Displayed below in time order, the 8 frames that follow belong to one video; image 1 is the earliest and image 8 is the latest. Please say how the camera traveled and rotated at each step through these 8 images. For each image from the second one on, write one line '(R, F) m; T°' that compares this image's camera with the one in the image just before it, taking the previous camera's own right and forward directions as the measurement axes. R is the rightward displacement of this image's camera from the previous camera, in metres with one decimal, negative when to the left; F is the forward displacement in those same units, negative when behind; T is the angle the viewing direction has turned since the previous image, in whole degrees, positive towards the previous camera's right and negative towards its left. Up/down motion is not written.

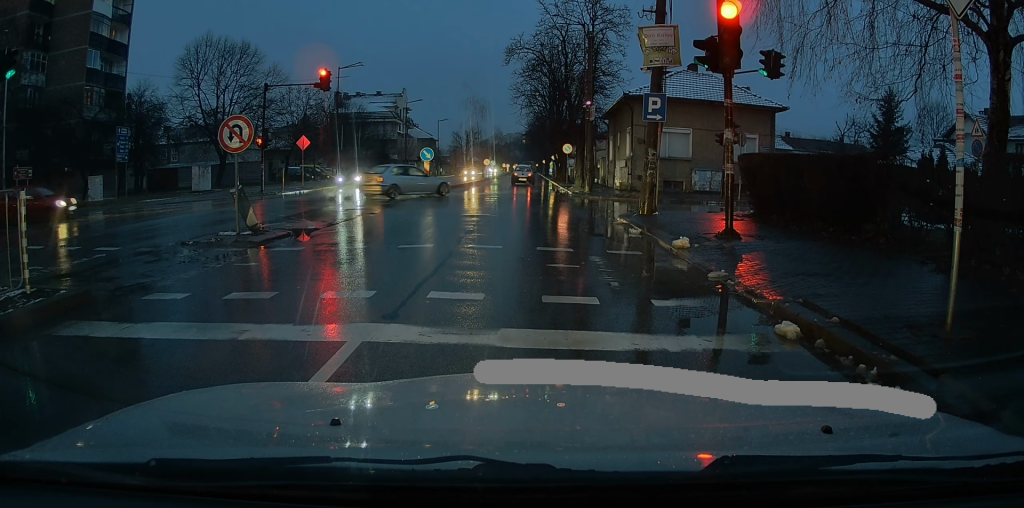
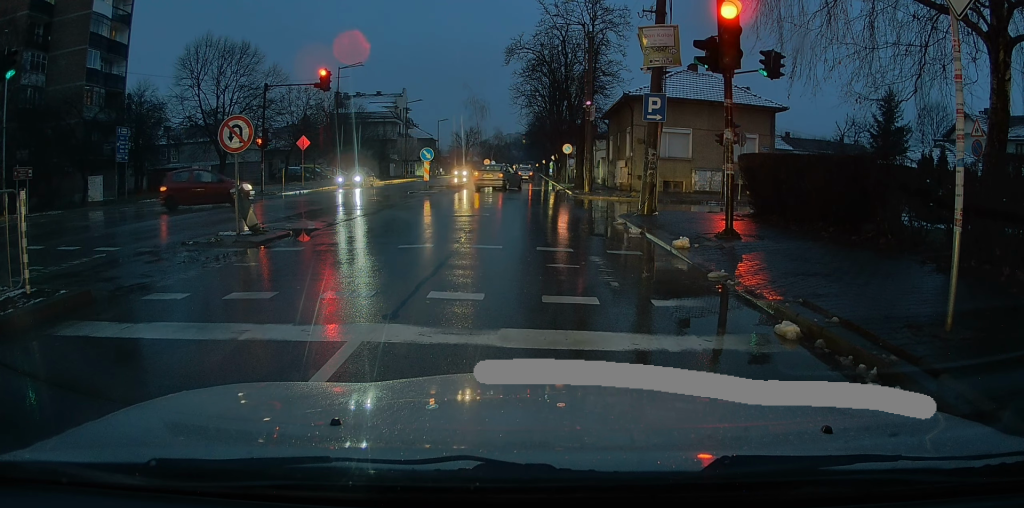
(0.0, 0.0) m; 0°
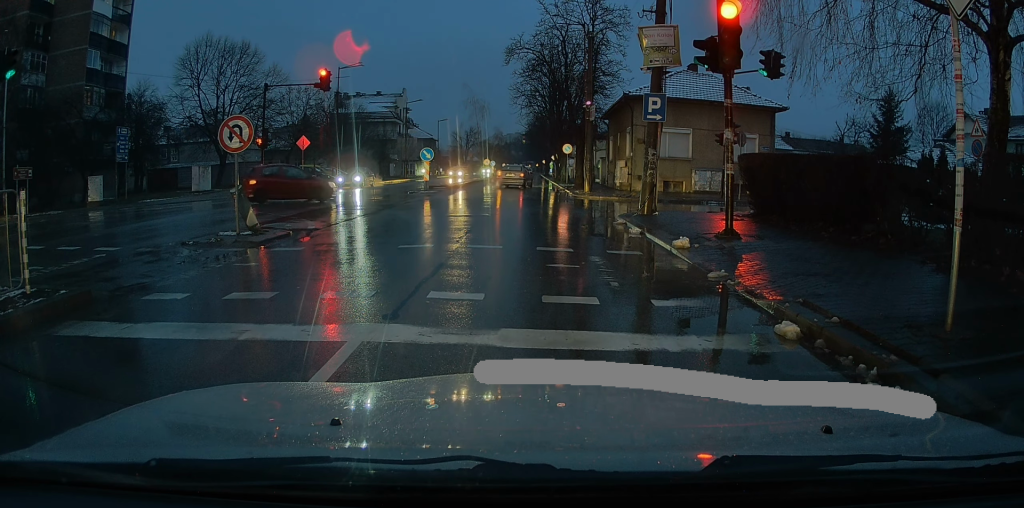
(0.0, 0.0) m; 0°
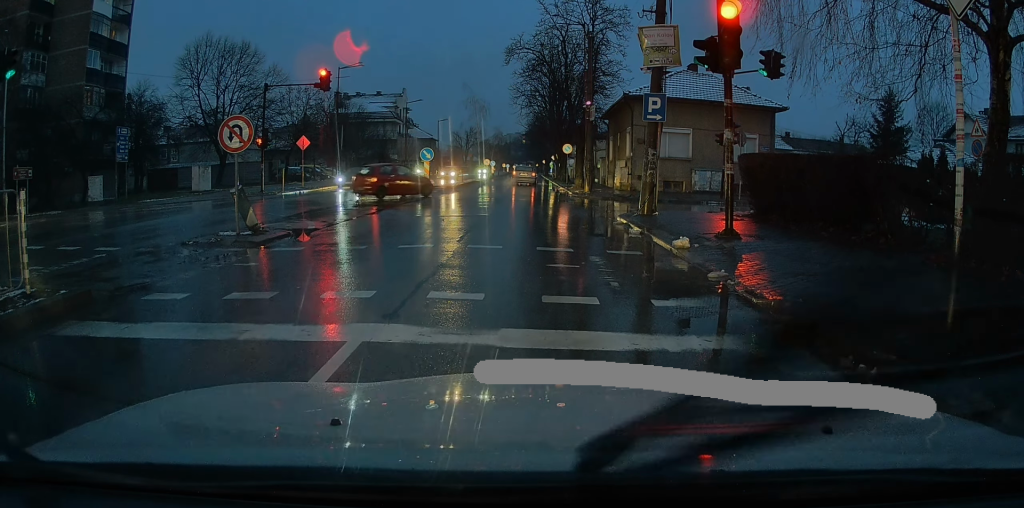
(0.0, 0.0) m; 0°
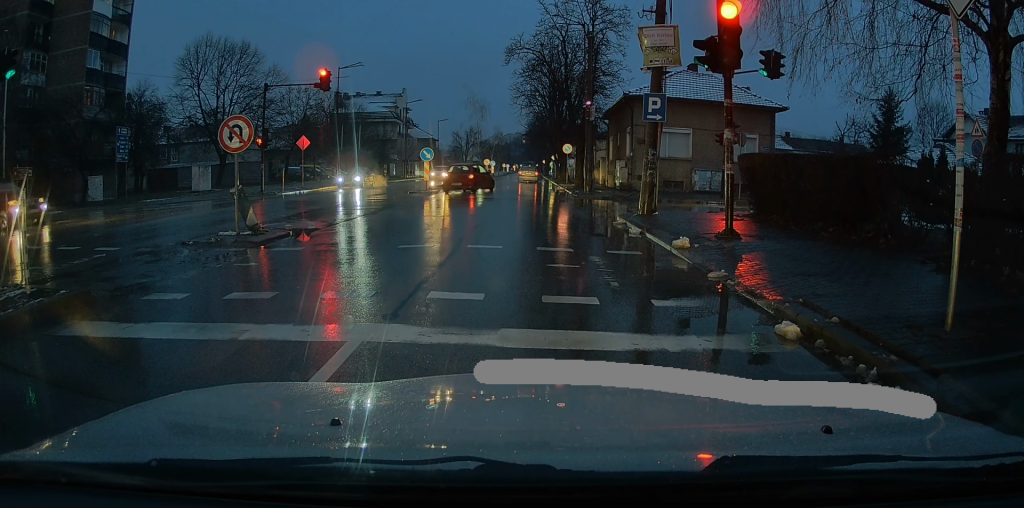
(0.0, 0.0) m; 0°
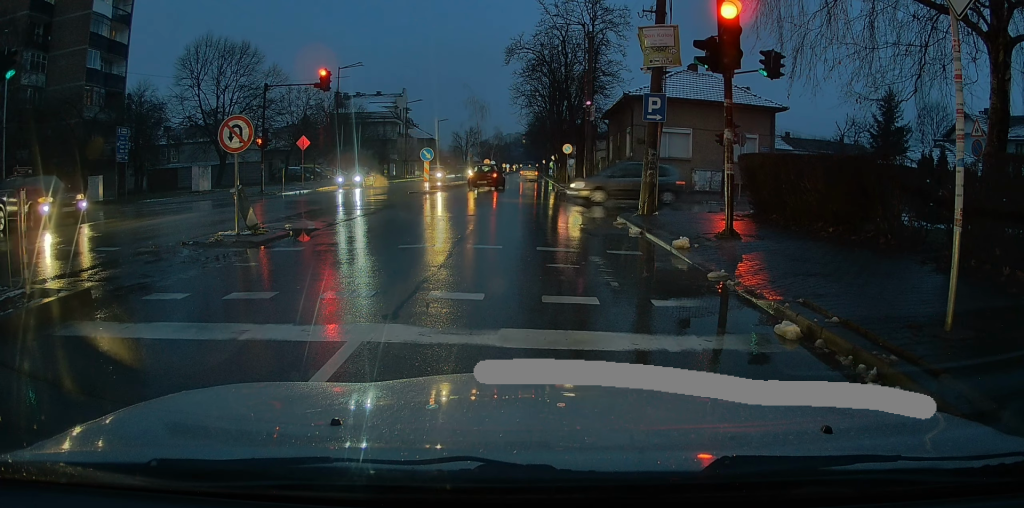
(0.0, 0.0) m; 0°
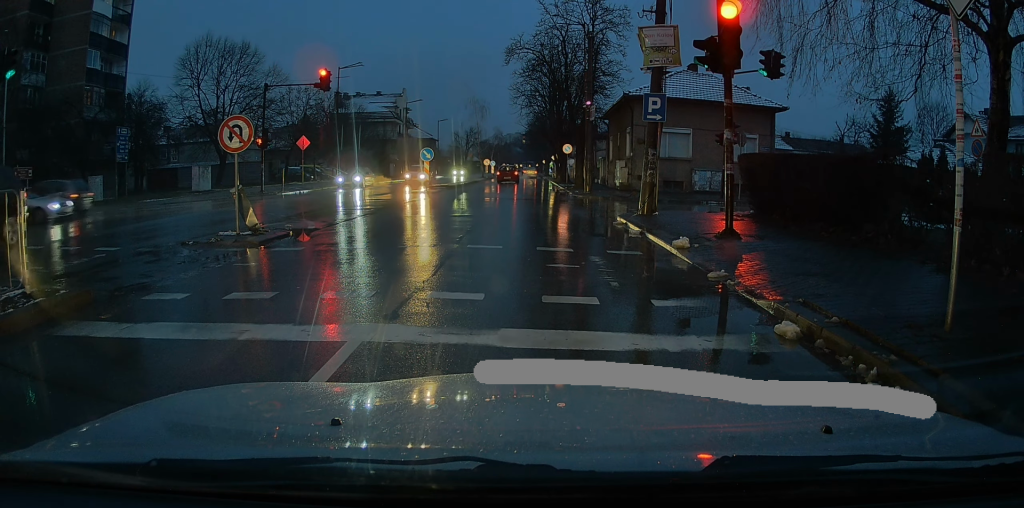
(0.0, 0.0) m; 0°
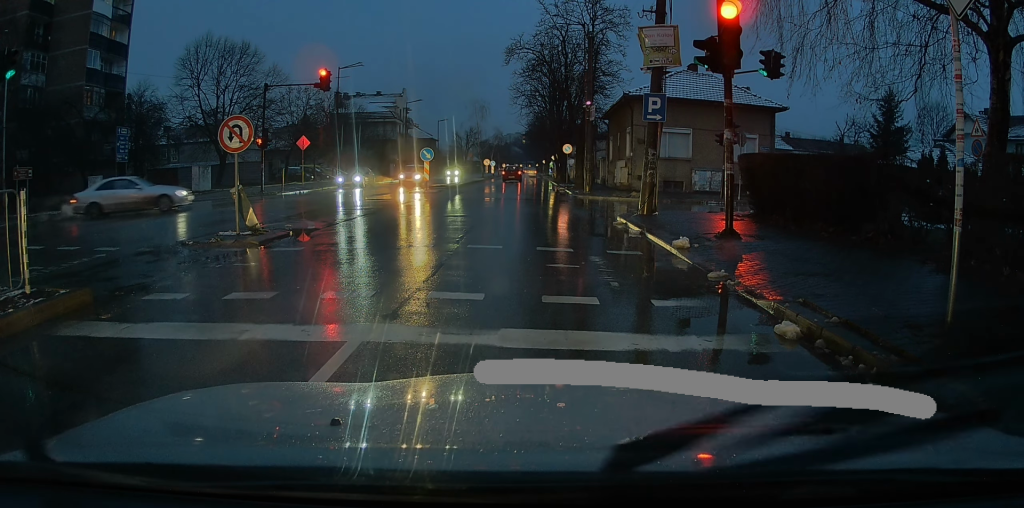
(0.0, 0.0) m; 0°
